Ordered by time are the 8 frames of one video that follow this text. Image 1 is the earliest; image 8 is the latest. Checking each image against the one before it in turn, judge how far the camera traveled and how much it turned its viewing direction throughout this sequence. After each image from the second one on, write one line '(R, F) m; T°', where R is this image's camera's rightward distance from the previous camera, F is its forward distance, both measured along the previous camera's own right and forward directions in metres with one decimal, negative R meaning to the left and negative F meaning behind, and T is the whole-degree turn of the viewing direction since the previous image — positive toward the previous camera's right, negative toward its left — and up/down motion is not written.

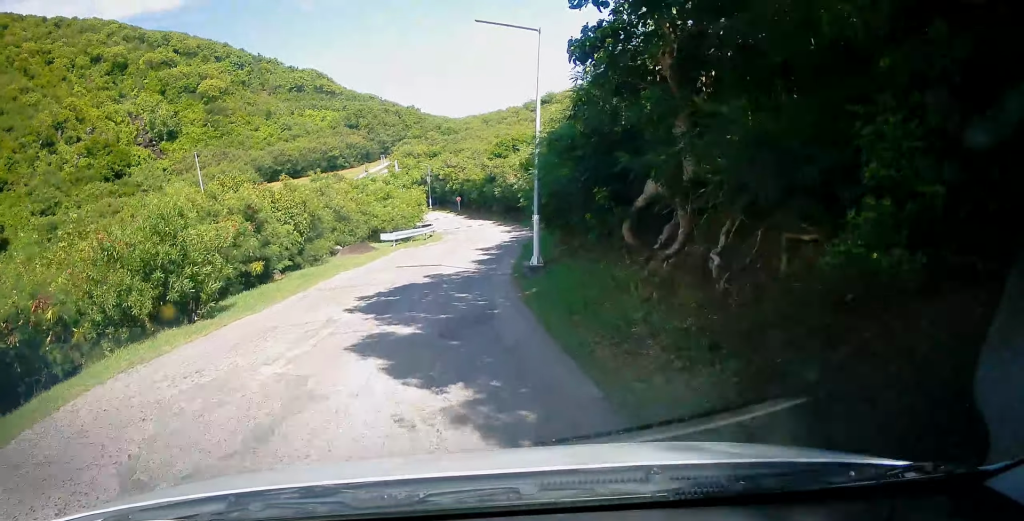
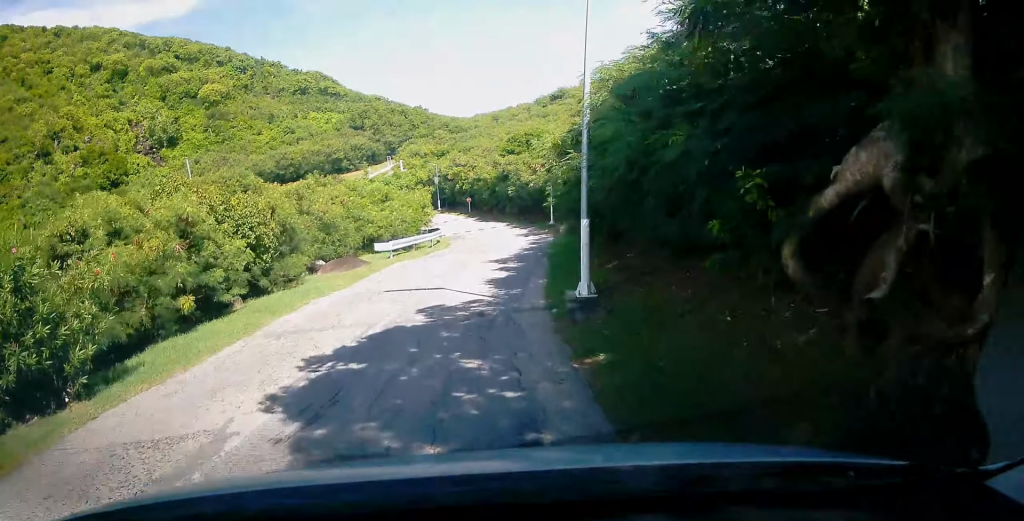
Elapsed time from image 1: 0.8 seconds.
(0.0, +4.3) m; 0°
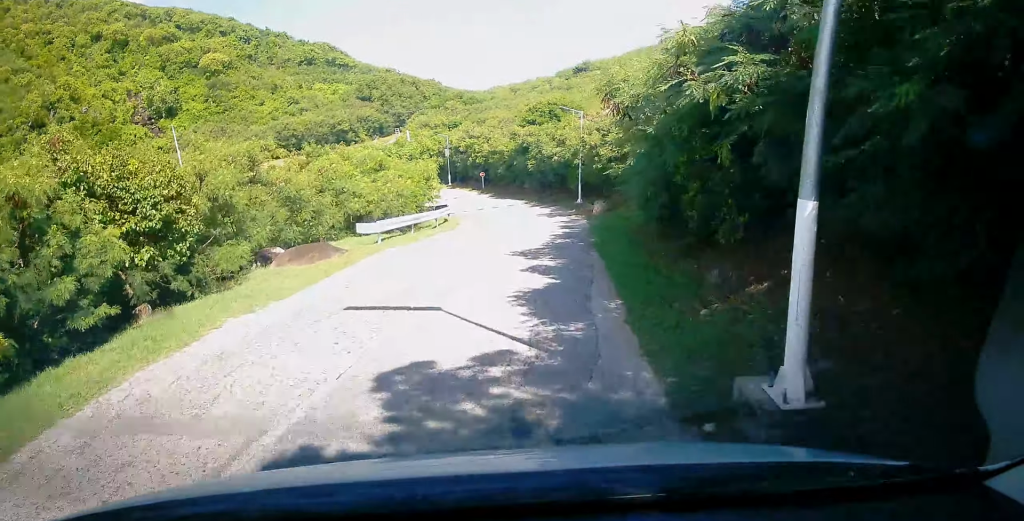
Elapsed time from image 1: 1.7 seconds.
(0.0, +5.1) m; +1°
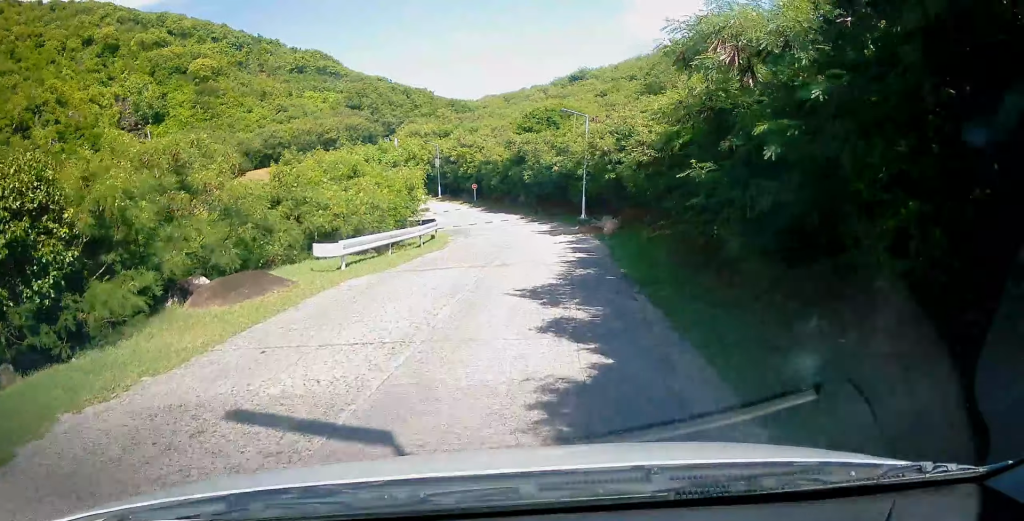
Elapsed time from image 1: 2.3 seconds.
(-0.1, +3.6) m; +2°
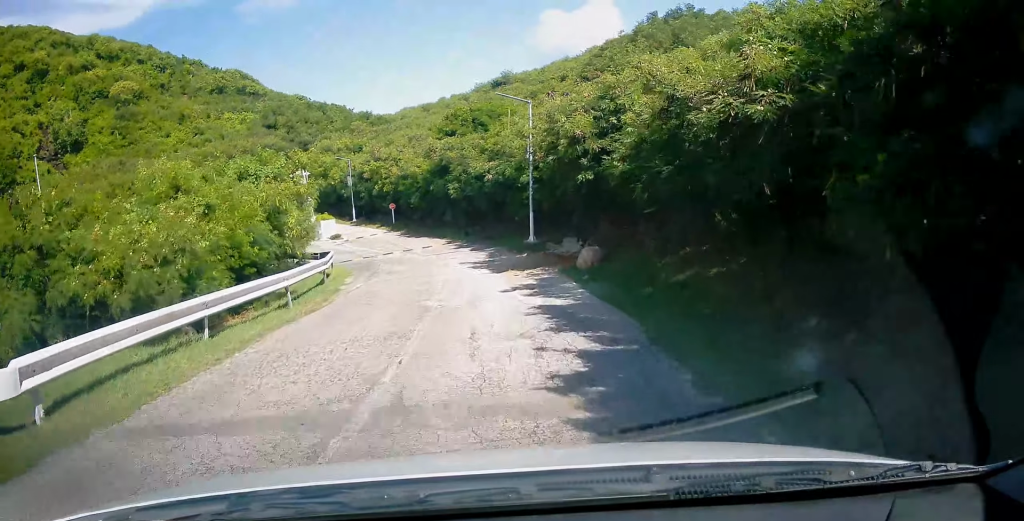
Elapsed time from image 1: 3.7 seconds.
(+0.2, +7.9) m; +1°
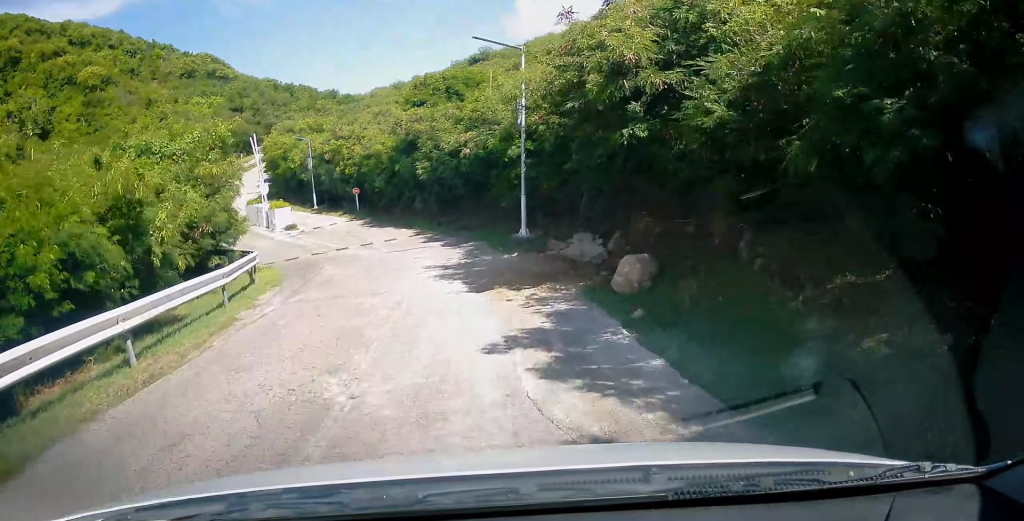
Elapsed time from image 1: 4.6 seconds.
(-0.1, +5.5) m; +3°
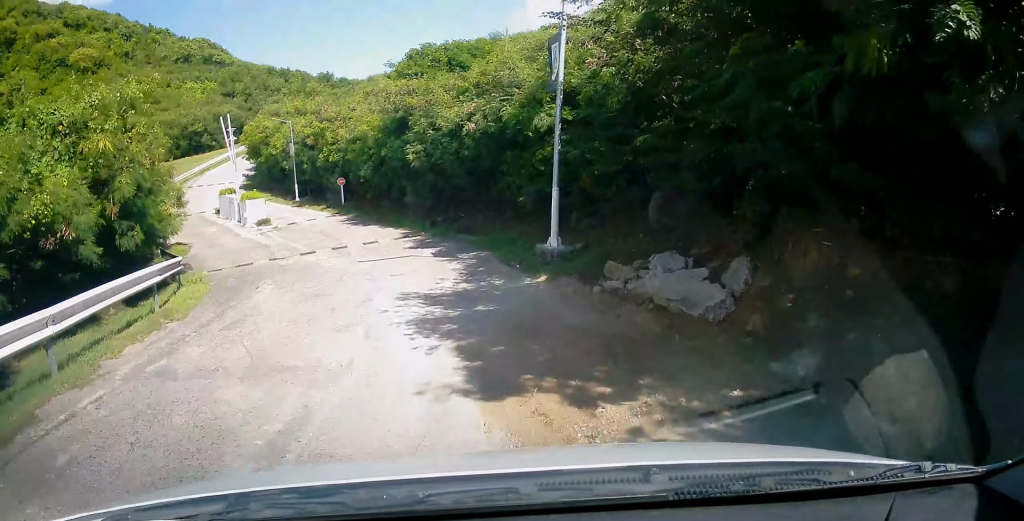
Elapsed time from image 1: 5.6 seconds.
(+0.3, +5.3) m; +2°
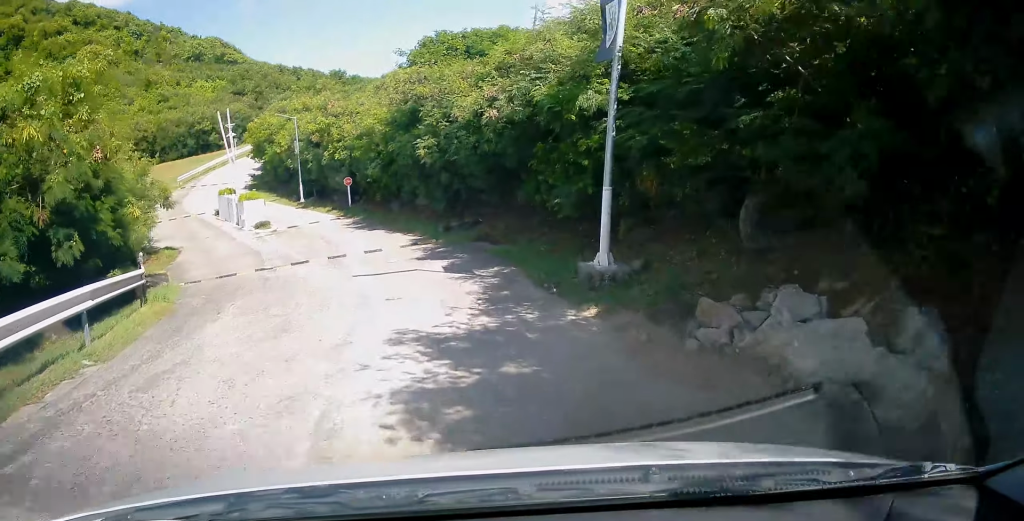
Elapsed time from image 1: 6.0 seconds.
(+0.1, +2.7) m; -2°
